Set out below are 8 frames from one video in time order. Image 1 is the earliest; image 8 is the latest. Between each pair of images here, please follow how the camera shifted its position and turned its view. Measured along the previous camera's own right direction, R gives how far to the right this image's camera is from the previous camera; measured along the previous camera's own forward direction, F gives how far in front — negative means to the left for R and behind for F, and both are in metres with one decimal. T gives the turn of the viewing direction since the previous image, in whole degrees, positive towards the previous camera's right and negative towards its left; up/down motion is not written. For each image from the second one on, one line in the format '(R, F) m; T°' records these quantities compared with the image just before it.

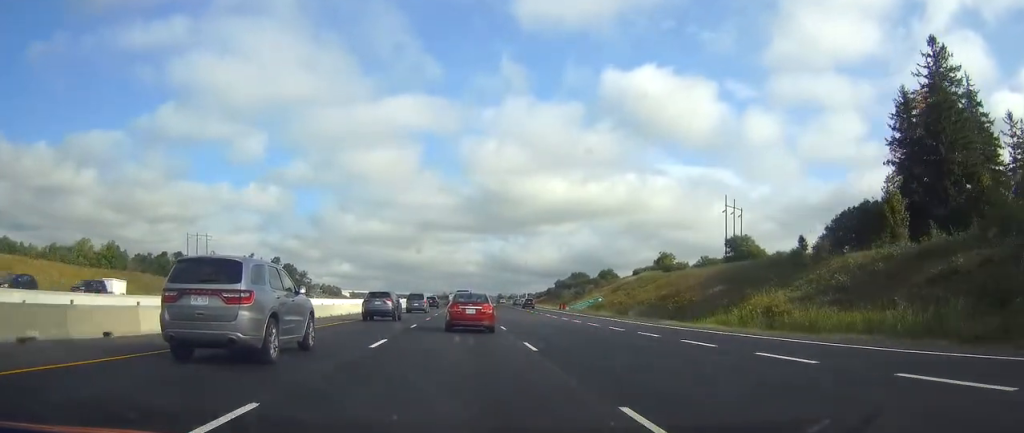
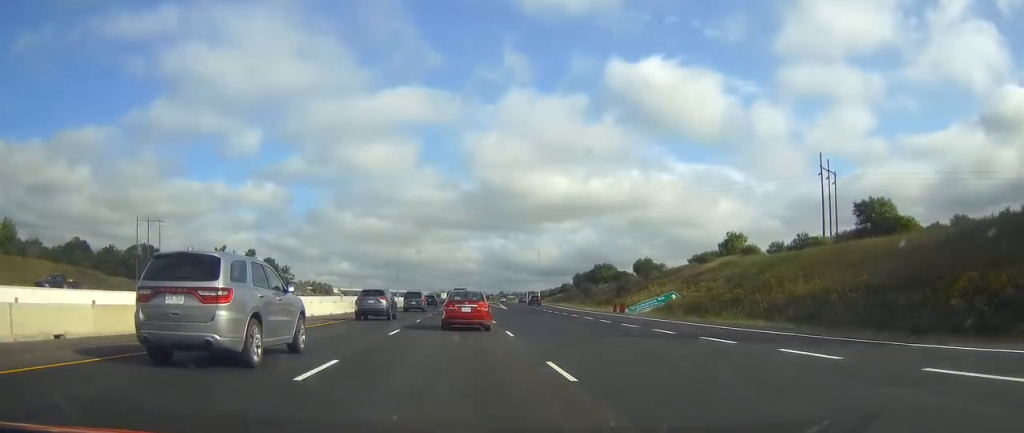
(-2.8, +45.1) m; -4°
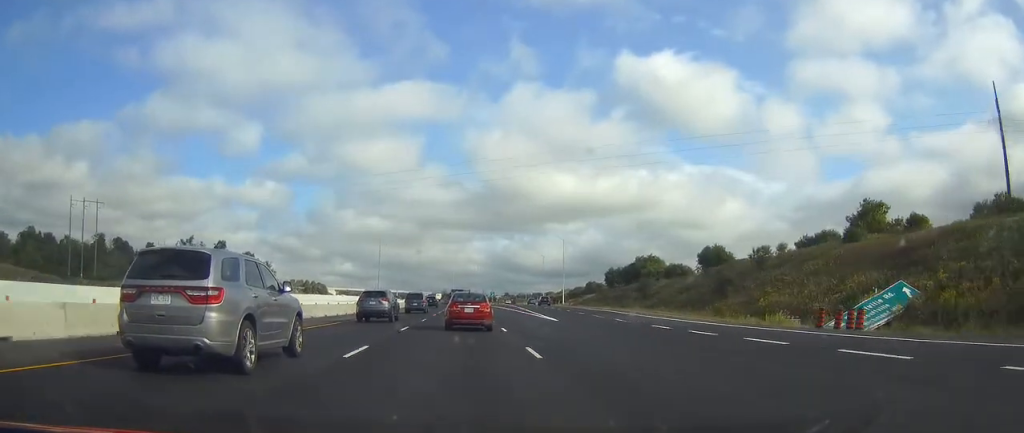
(+0.3, +52.6) m; +1°
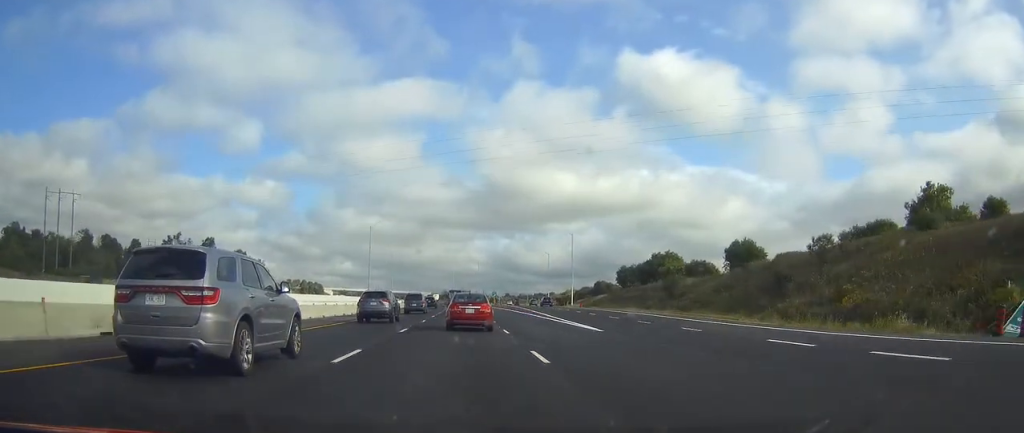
(+0.1, +14.3) m; 0°
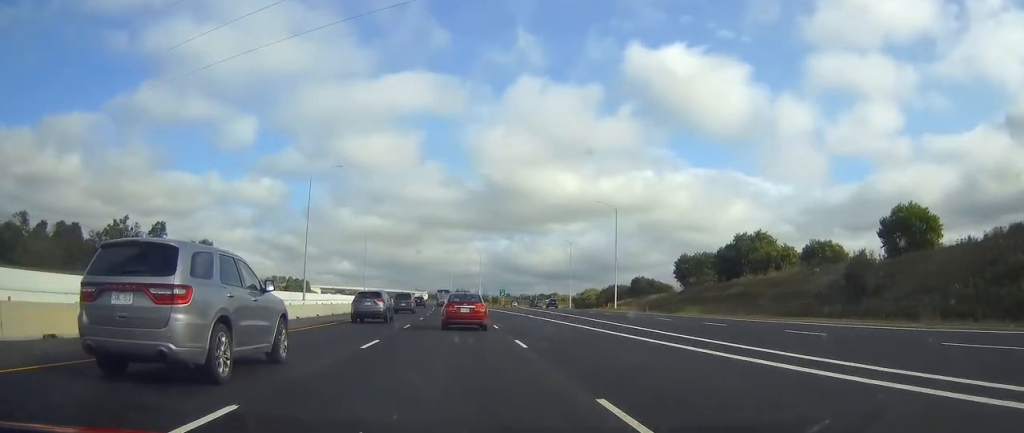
(+0.3, +45.1) m; +1°
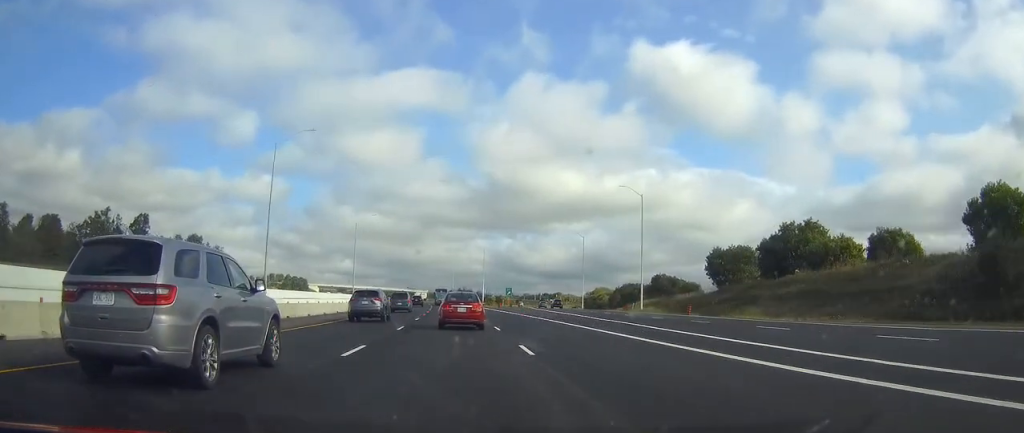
(+0.1, +13.6) m; -1°
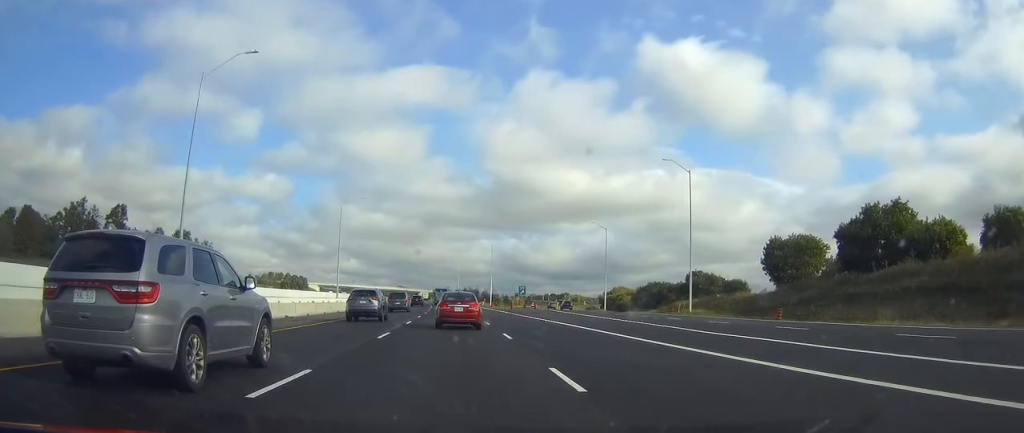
(+0.1, +17.4) m; -1°
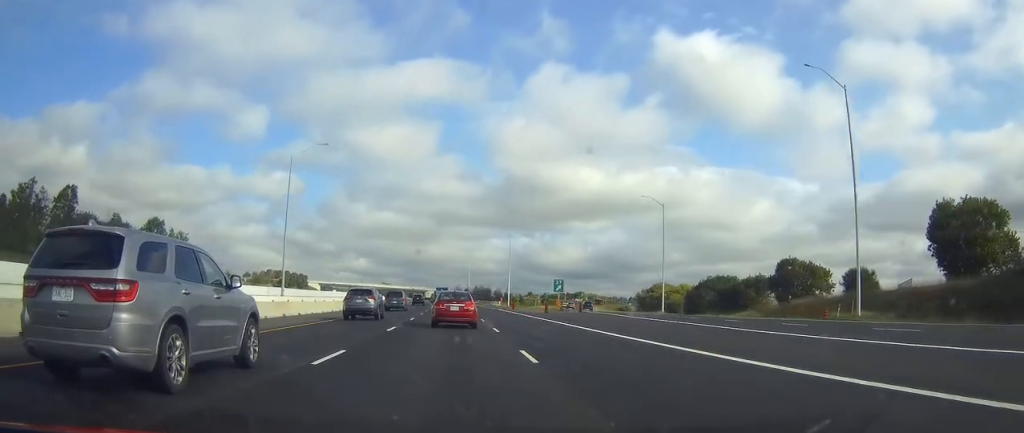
(-0.7, +32.9) m; -1°
